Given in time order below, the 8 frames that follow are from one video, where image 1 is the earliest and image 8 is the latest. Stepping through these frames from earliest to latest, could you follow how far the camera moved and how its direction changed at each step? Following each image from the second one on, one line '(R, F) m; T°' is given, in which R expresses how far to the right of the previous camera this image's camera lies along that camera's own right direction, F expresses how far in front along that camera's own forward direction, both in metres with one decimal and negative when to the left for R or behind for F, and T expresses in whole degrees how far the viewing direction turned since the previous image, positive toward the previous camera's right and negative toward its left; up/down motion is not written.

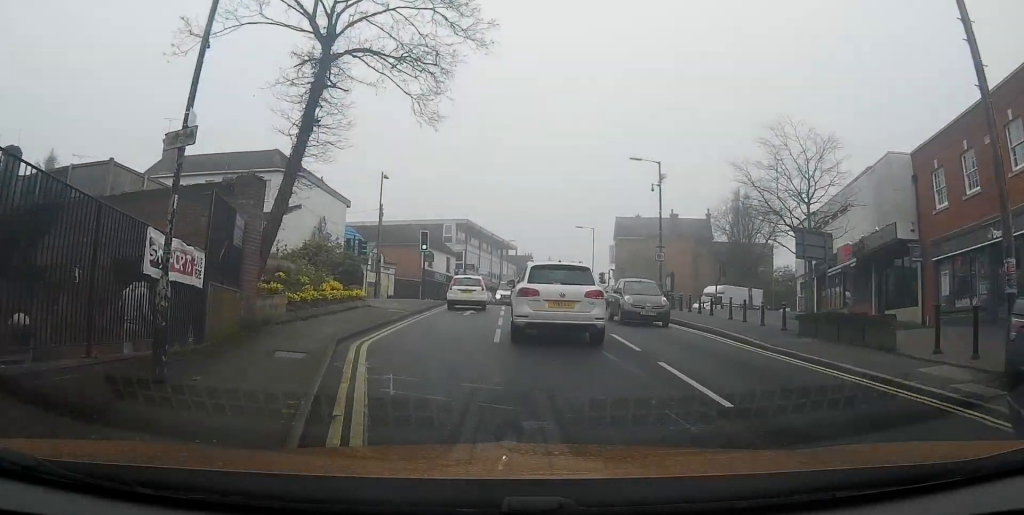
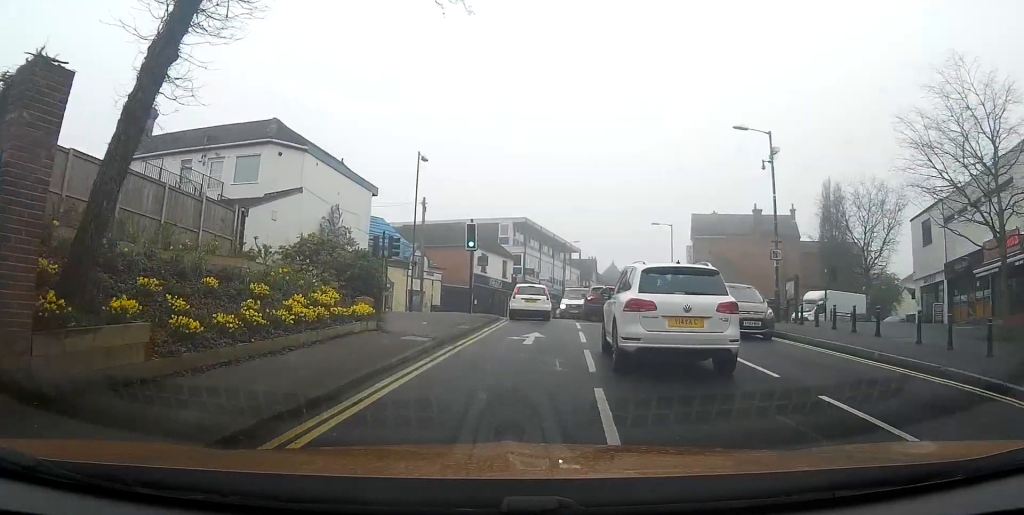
(-0.3, +8.1) m; -2°
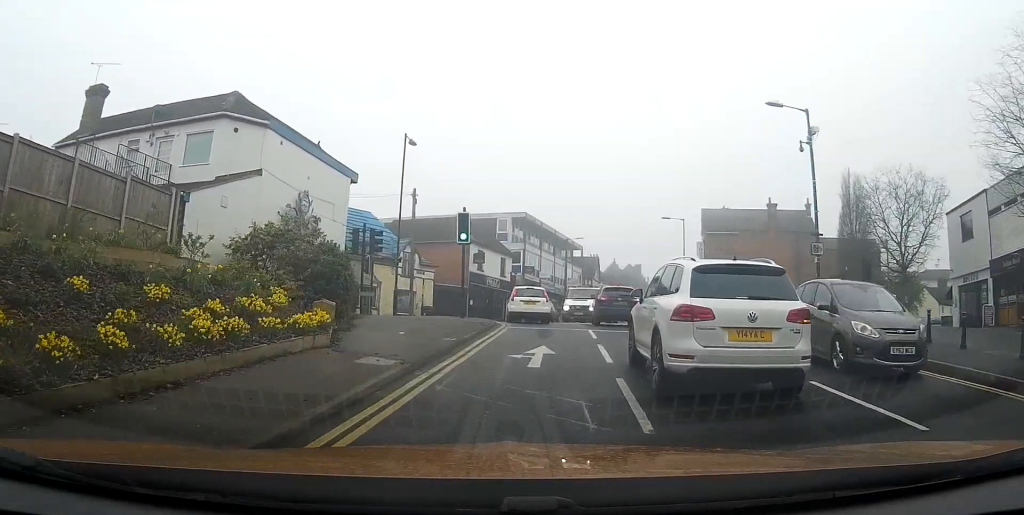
(-0.1, +3.8) m; 0°
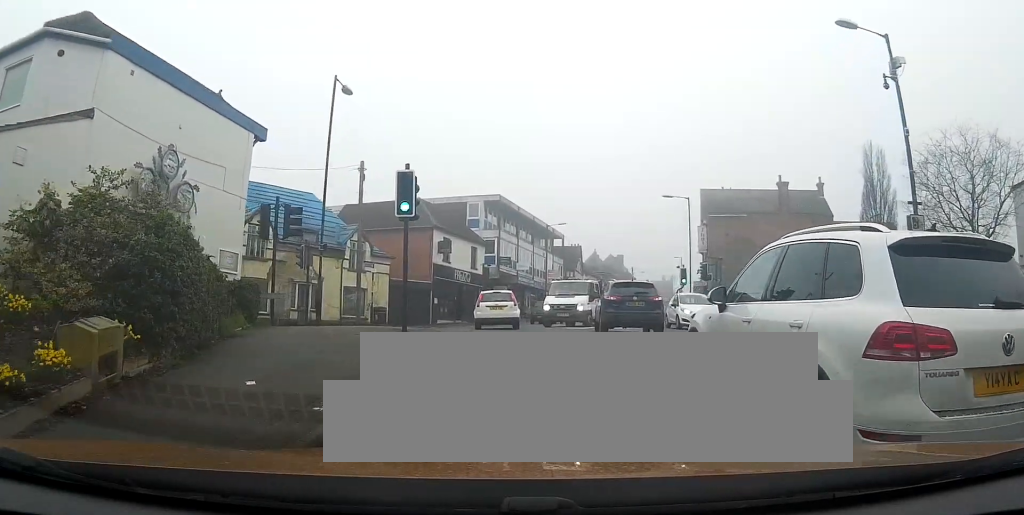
(+0.1, +7.7) m; +1°
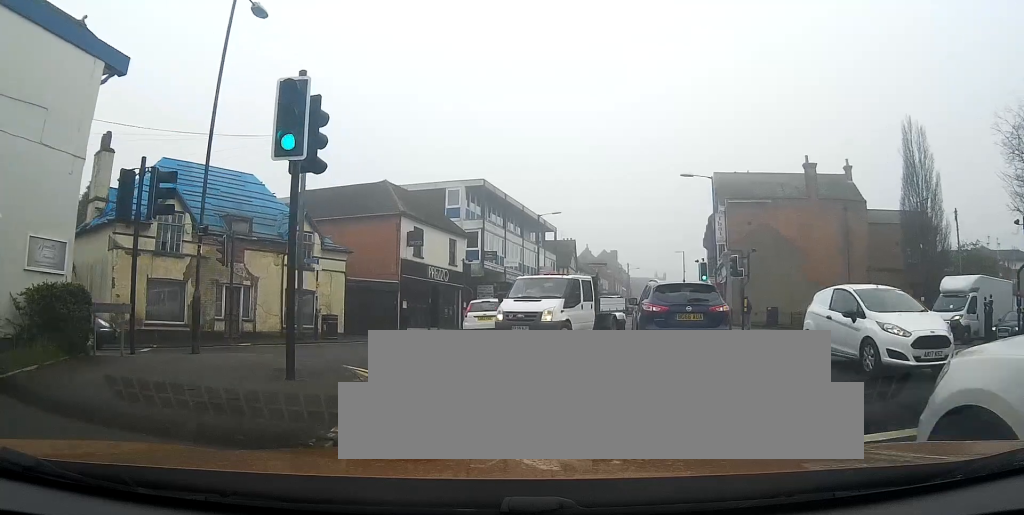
(+0.1, +7.1) m; +1°
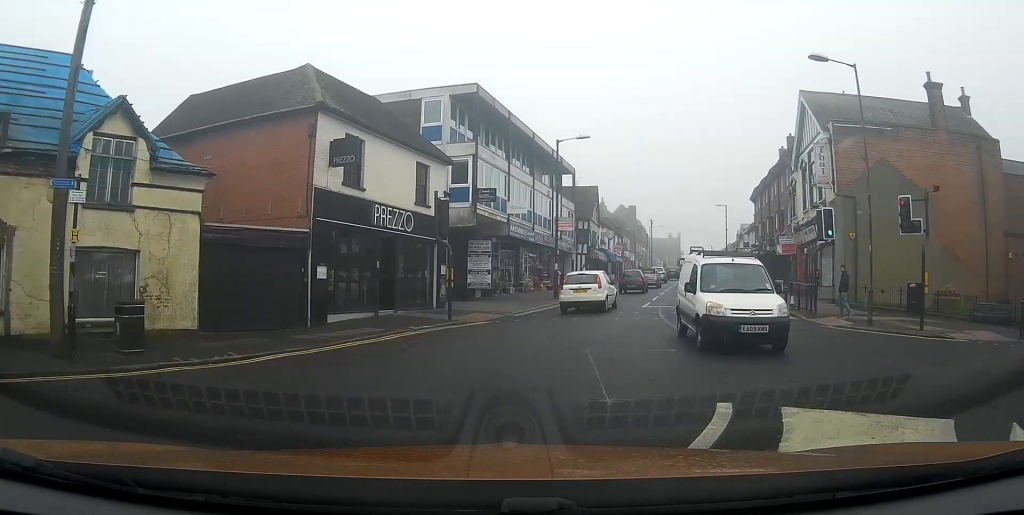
(0.0, +13.9) m; 0°
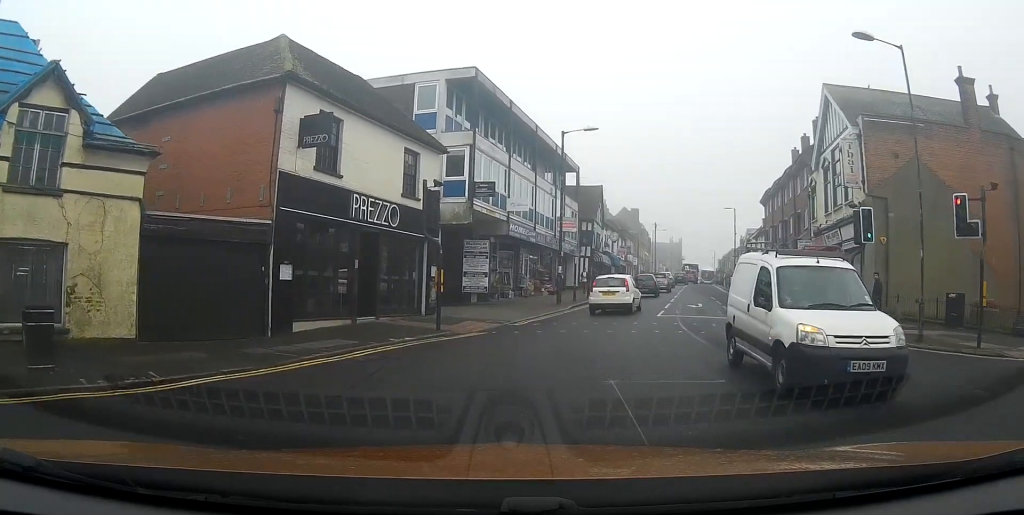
(0.0, +3.2) m; +2°
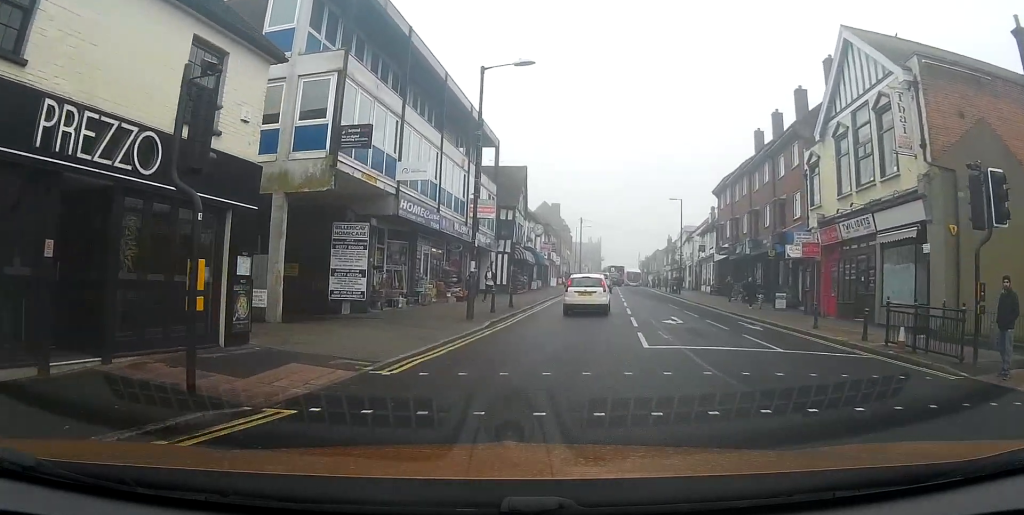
(+0.5, +10.0) m; +8°
